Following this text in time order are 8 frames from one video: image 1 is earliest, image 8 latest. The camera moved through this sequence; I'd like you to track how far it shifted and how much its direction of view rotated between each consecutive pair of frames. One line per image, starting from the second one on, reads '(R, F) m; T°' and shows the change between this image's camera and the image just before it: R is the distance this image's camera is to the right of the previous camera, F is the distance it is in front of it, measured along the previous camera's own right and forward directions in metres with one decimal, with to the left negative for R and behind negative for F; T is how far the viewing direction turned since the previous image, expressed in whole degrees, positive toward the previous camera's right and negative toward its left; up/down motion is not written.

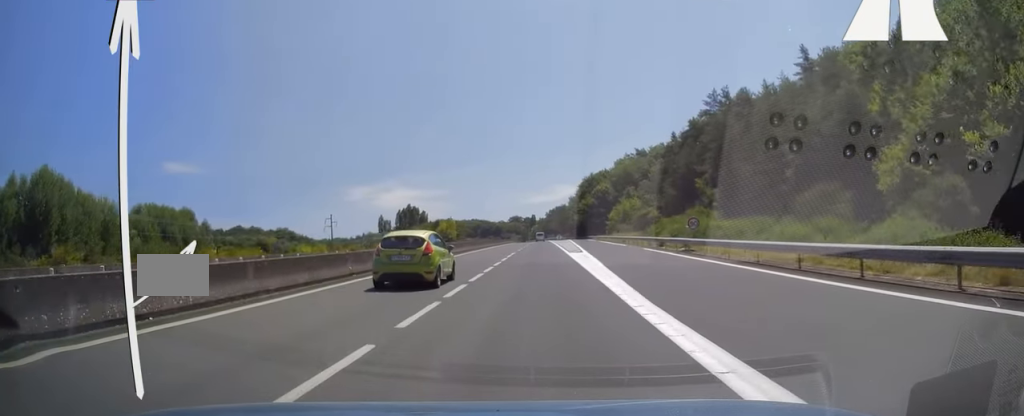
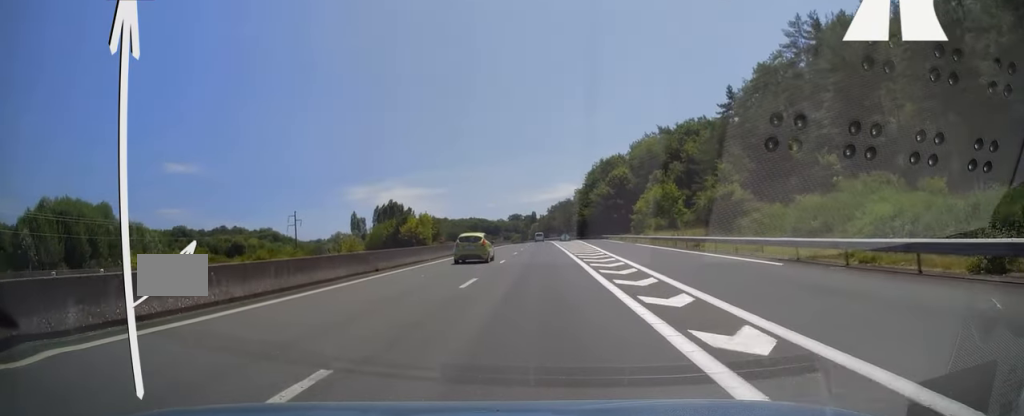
(-0.3, +36.6) m; 0°
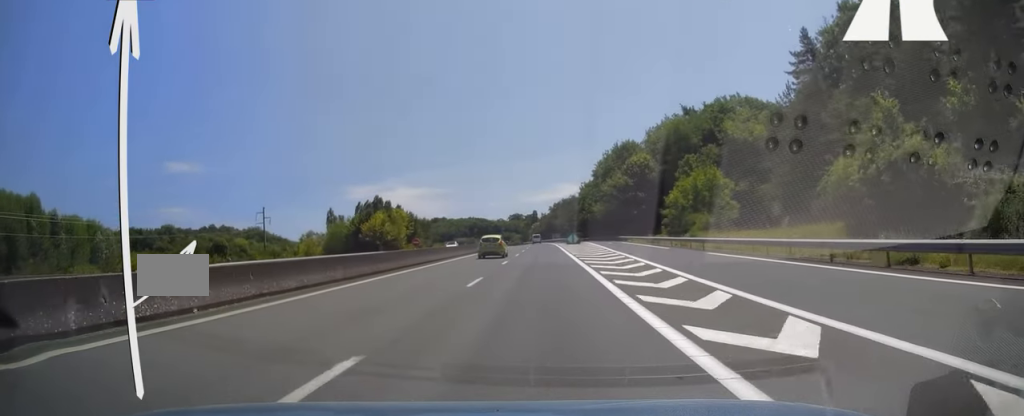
(+0.2, +25.0) m; 0°
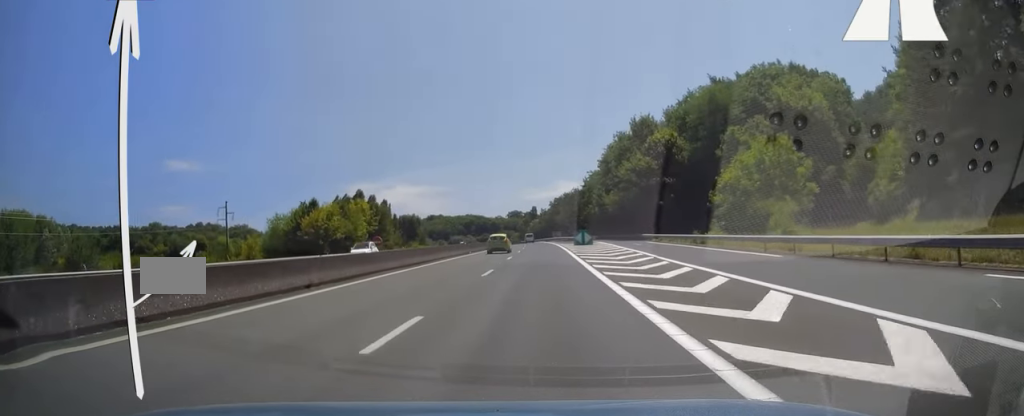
(-0.3, +22.4) m; 0°
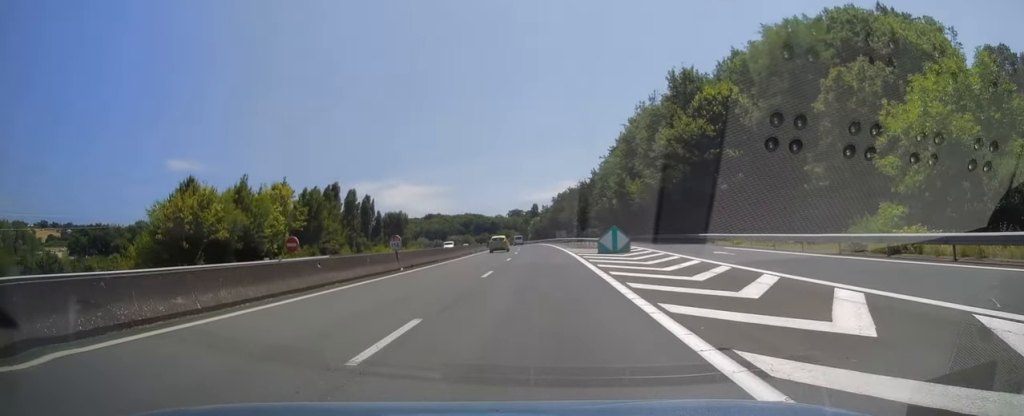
(+0.3, +26.4) m; 0°
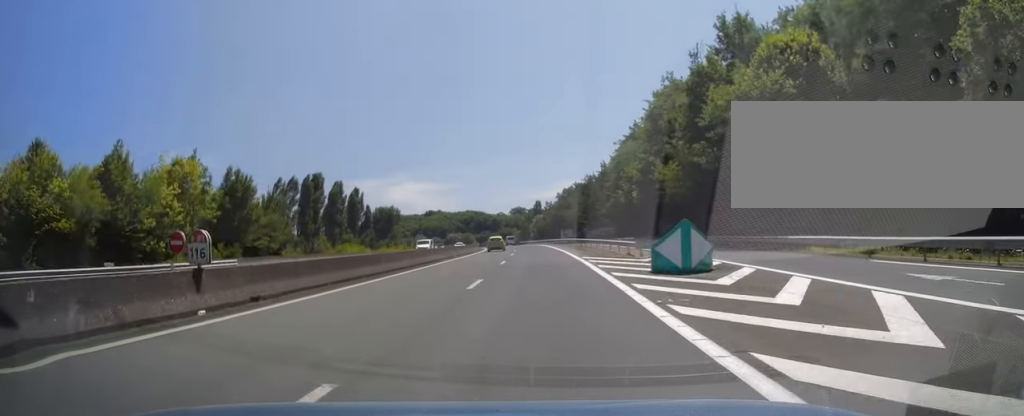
(-0.1, +17.2) m; 0°
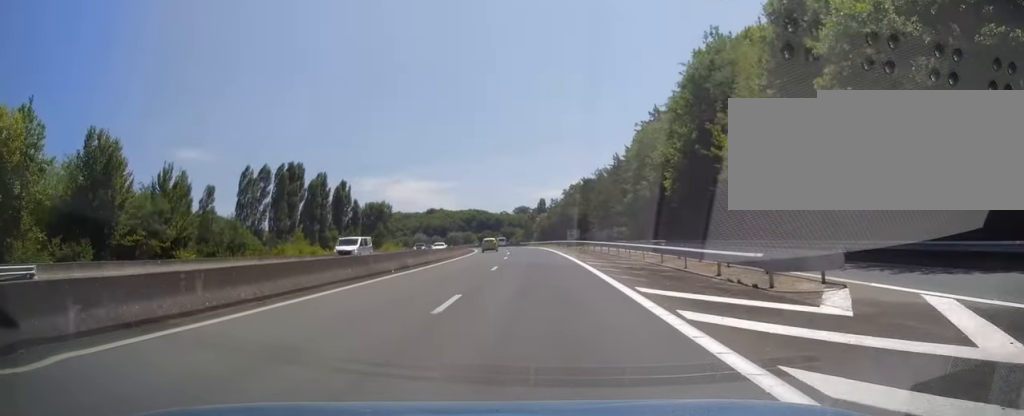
(-0.1, +17.6) m; -1°
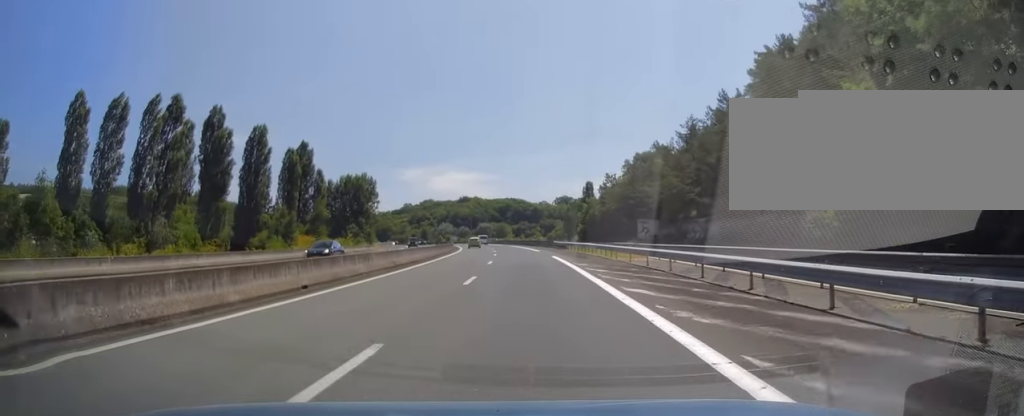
(-1.9, +58.9) m; -4°
